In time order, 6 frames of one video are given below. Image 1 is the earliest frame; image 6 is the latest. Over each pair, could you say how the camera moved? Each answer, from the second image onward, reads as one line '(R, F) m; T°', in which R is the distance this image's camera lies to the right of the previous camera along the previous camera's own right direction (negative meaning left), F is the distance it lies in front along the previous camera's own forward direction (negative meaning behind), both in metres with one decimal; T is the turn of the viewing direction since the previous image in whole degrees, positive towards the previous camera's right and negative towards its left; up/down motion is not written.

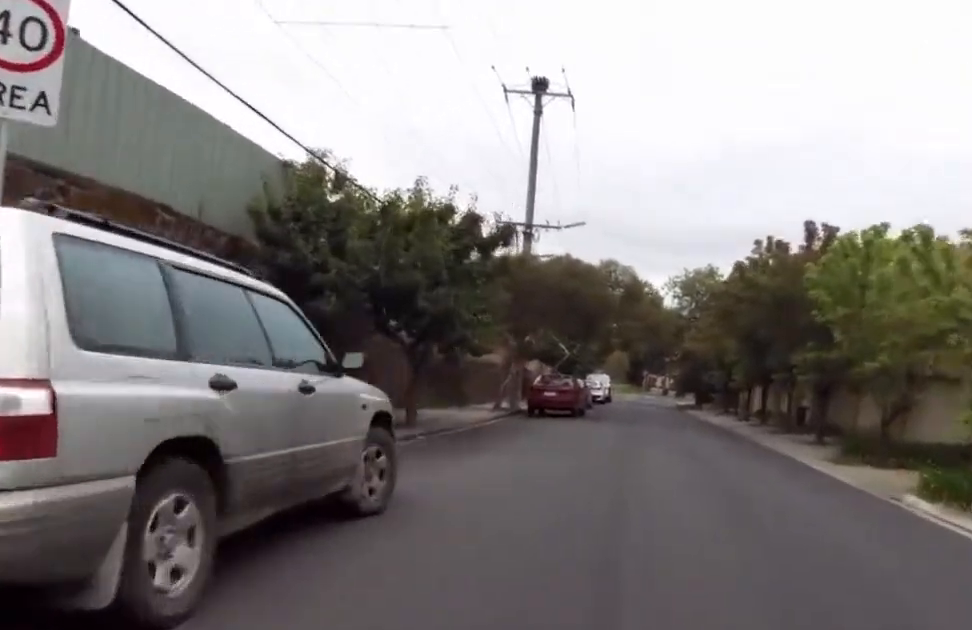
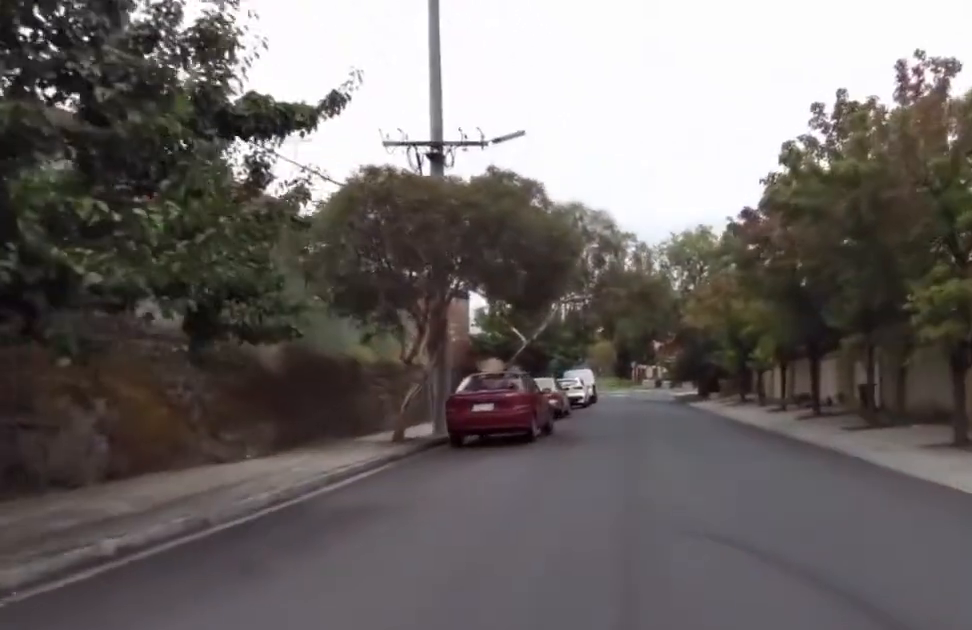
(-1.1, +11.2) m; -7°
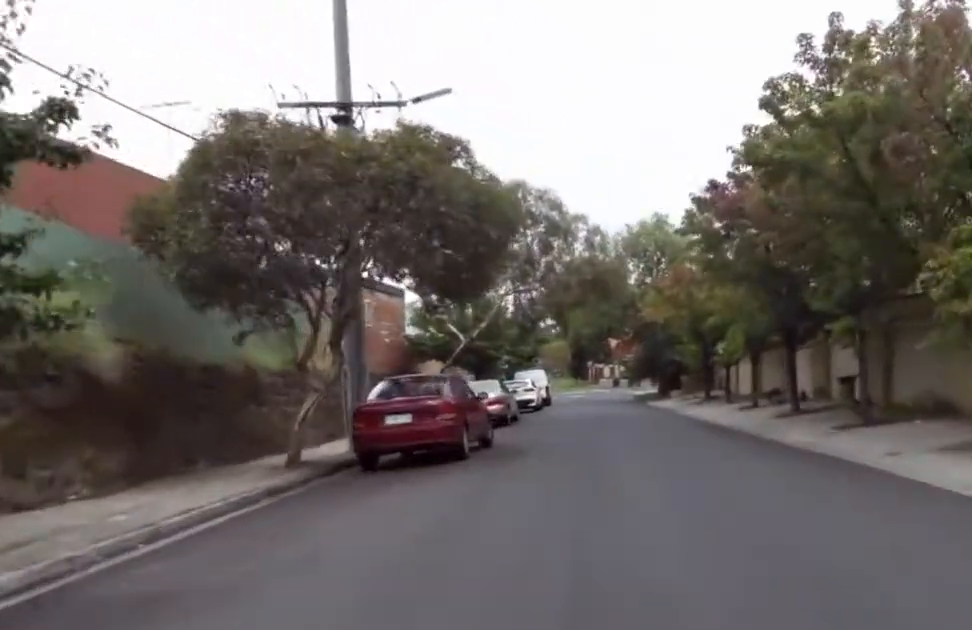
(-0.1, +2.9) m; +3°
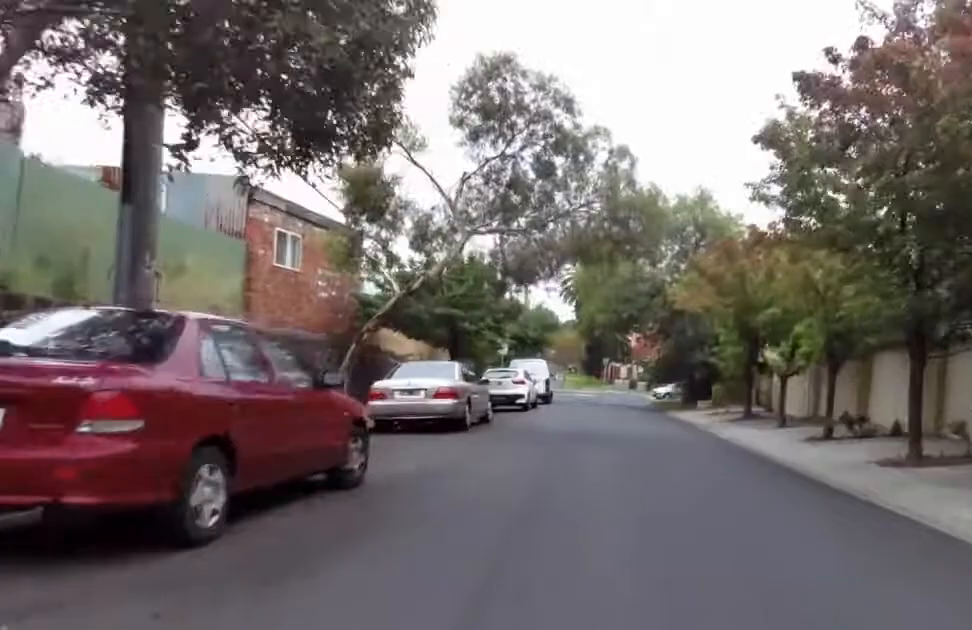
(+0.8, +8.1) m; +2°
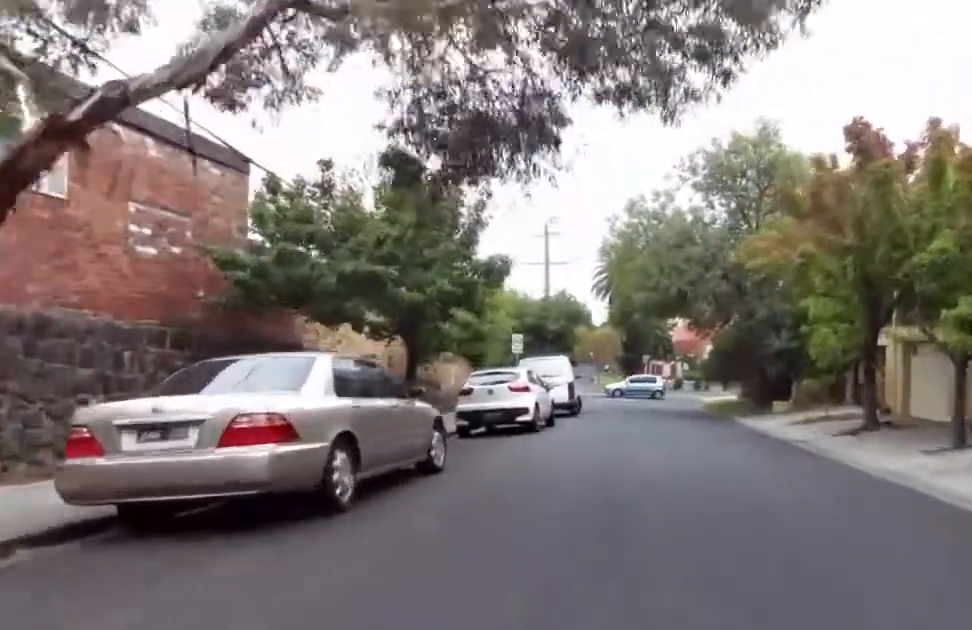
(-1.0, +9.3) m; -5°
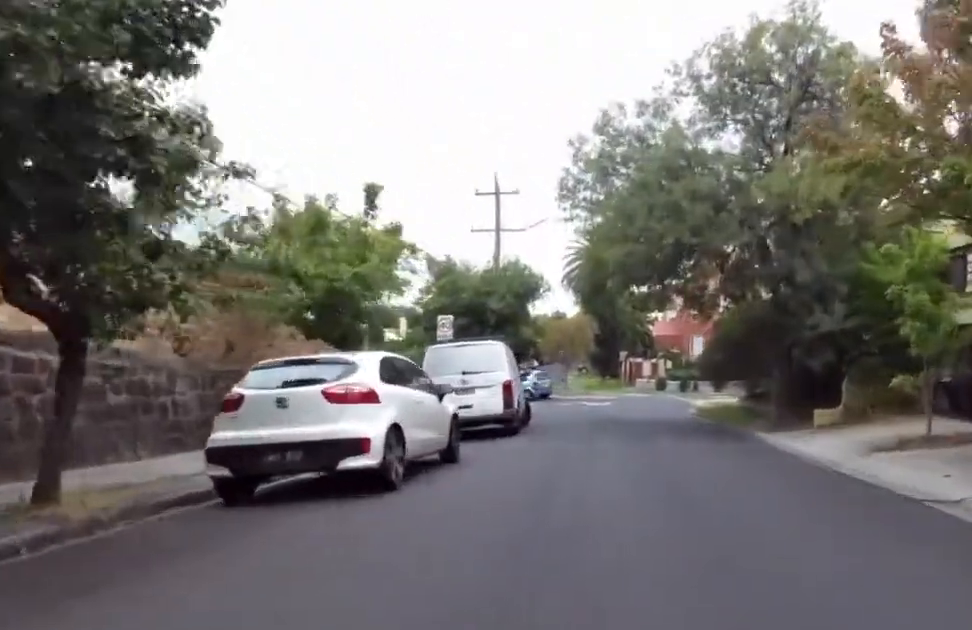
(+0.5, +9.0) m; +5°
